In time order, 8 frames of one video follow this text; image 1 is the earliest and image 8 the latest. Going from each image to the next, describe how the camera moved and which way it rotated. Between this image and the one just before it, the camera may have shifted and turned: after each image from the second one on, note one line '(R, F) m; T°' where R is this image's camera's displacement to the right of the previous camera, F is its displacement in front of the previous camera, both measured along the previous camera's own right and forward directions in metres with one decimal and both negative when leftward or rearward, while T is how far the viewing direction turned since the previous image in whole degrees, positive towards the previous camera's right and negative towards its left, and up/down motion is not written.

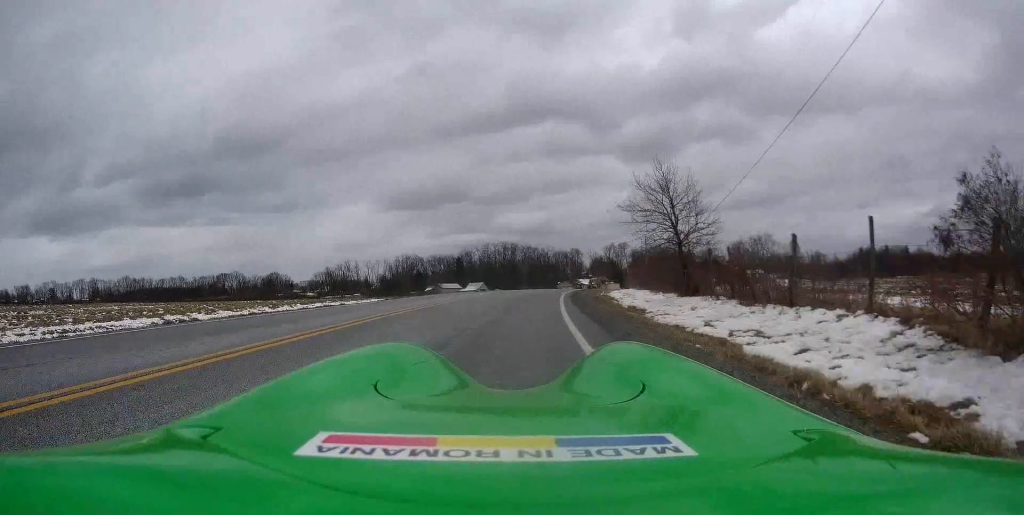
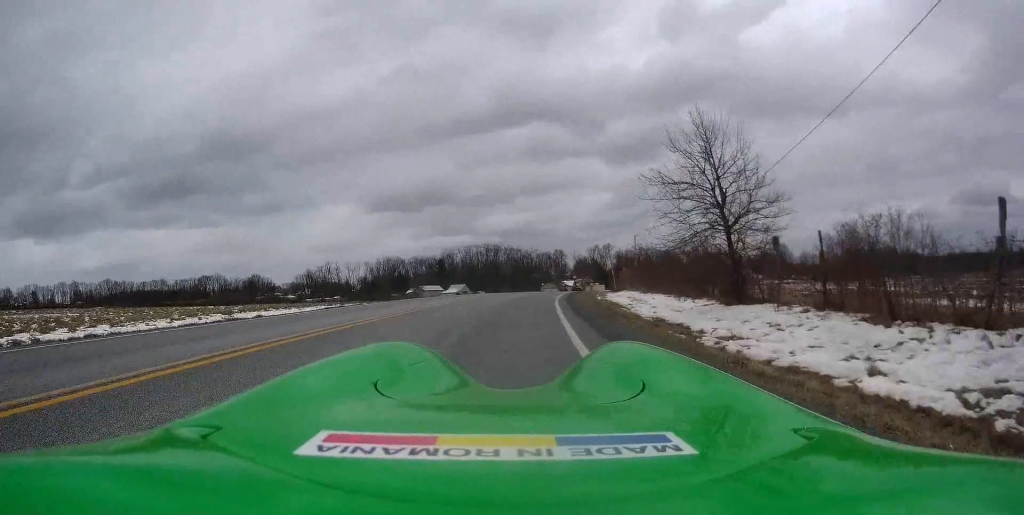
(0.0, +6.3) m; +1°
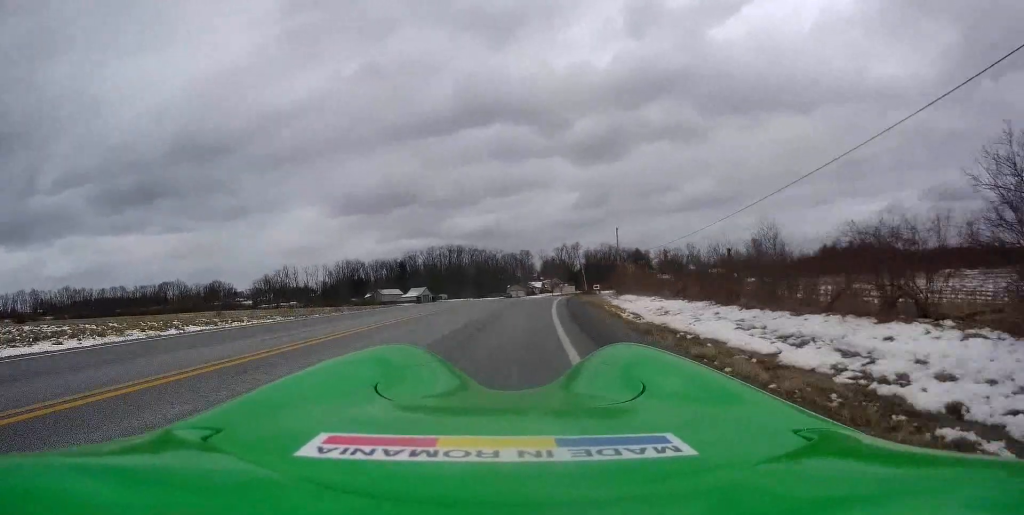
(+0.4, +17.2) m; +3°
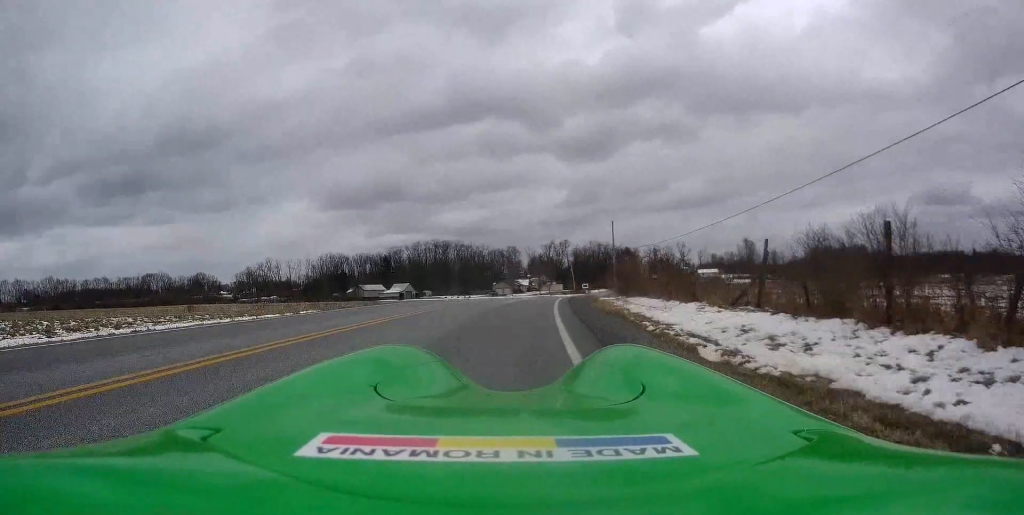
(+0.1, +8.3) m; +1°
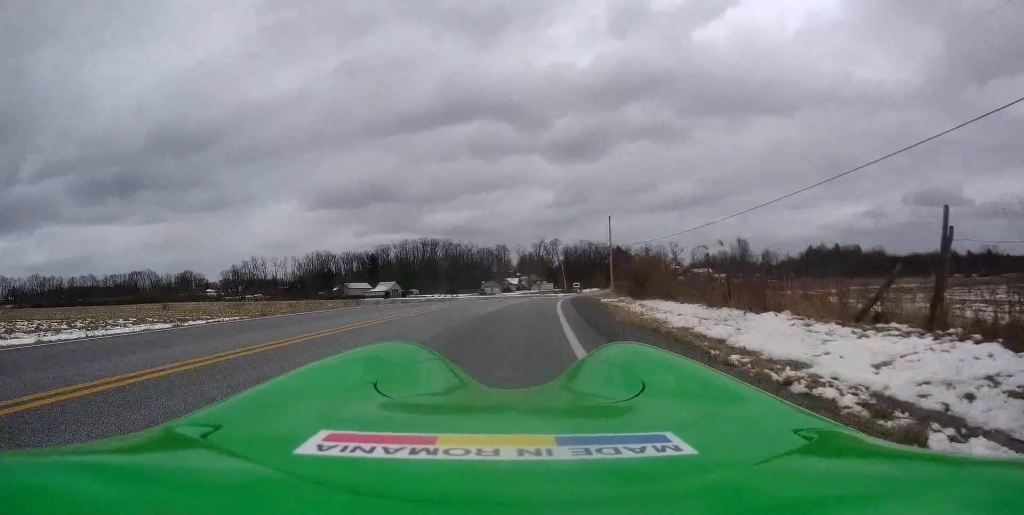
(0.0, +7.2) m; 0°
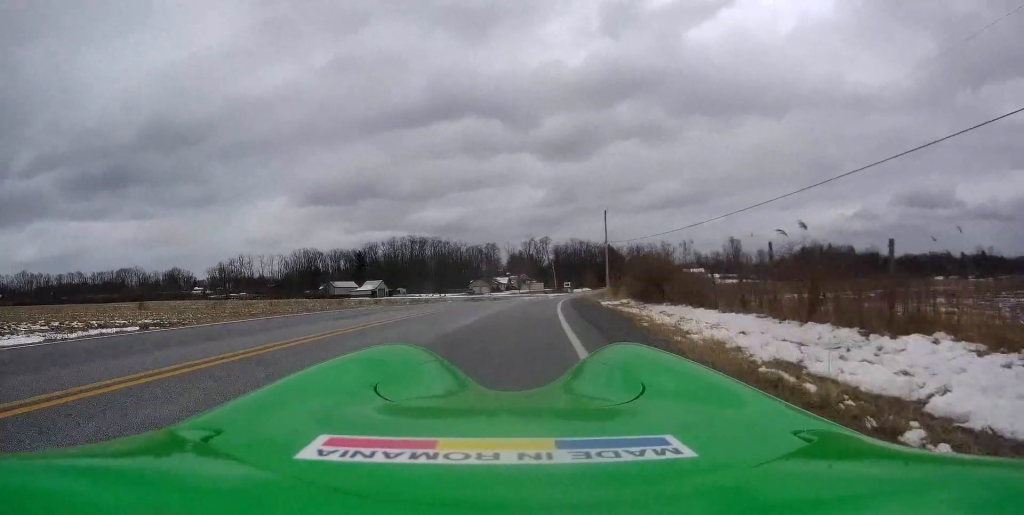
(0.0, +5.5) m; +1°
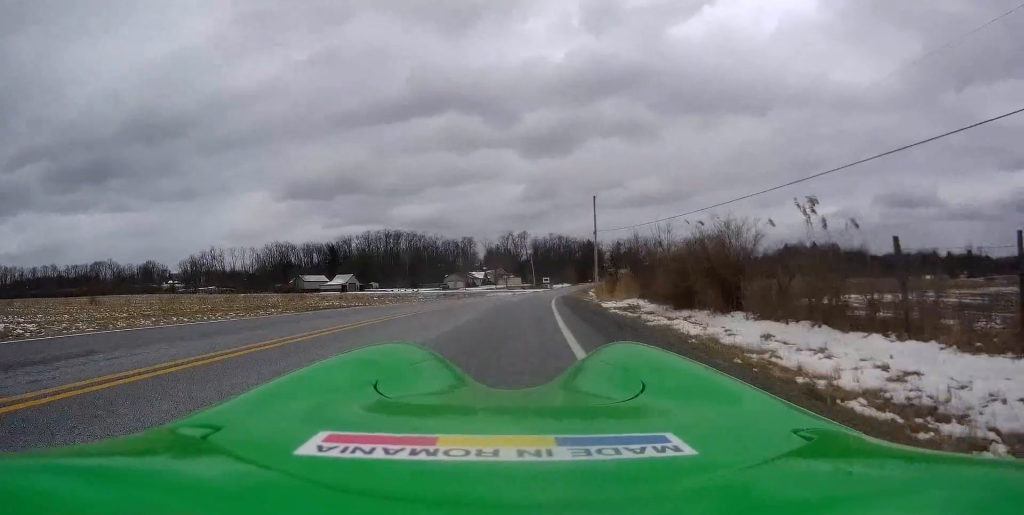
(+0.1, +10.5) m; +2°
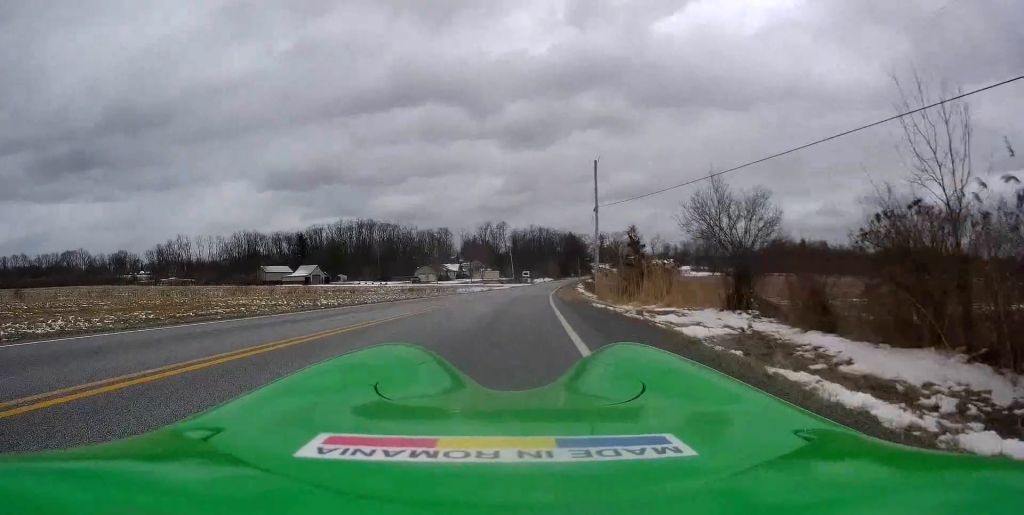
(+0.8, +17.1) m; +4°
